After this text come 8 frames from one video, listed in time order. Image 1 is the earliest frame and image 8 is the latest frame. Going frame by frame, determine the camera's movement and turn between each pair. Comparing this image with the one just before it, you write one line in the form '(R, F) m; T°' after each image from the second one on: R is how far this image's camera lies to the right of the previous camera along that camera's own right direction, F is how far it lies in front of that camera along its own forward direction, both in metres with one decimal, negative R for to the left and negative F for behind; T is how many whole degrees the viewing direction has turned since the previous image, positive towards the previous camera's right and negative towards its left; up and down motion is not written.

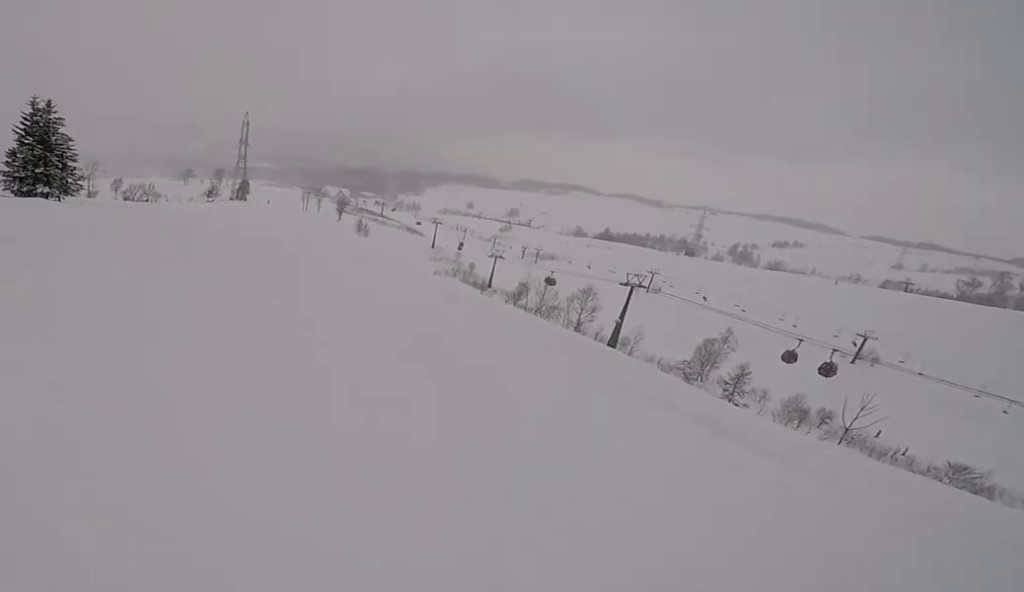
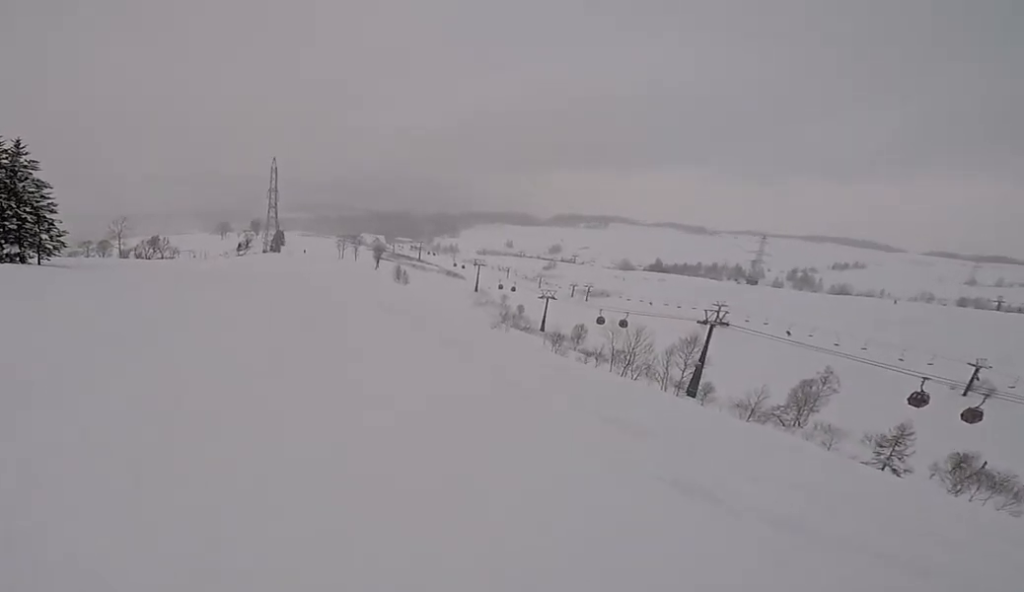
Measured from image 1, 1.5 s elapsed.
(-1.2, +10.2) m; -15°
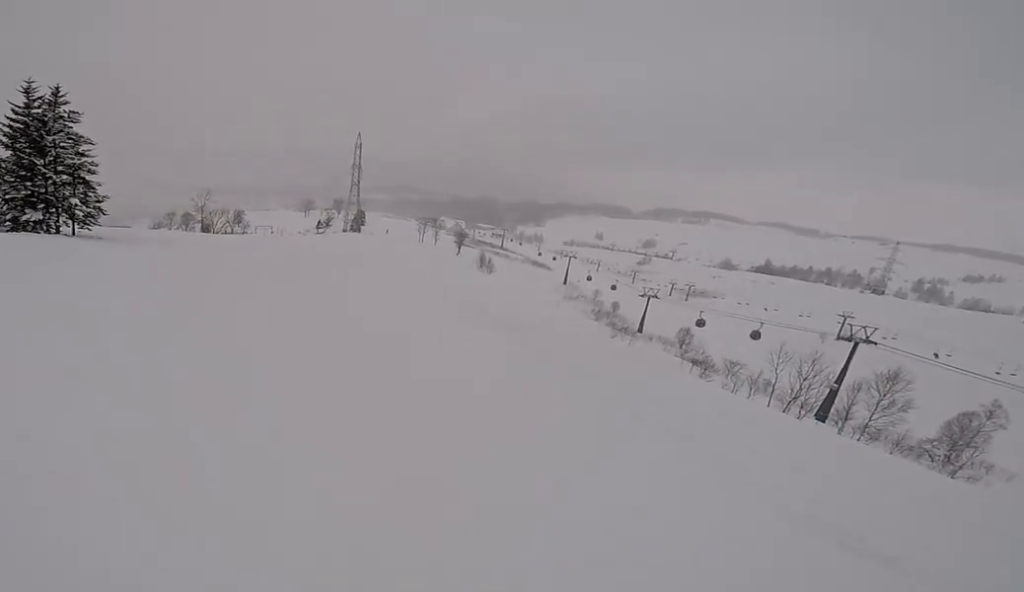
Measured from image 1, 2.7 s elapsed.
(-0.9, +9.6) m; 0°
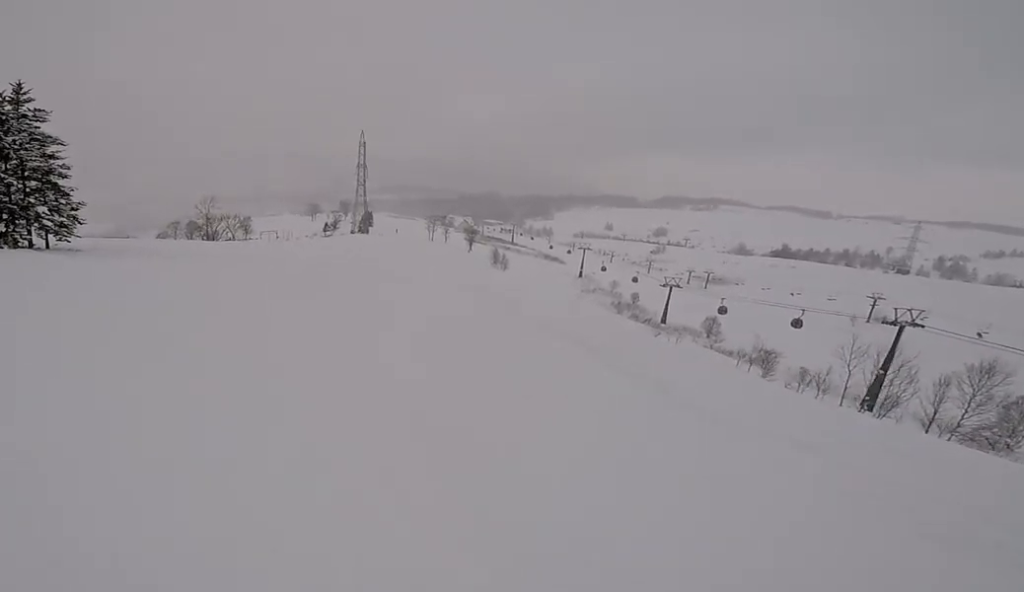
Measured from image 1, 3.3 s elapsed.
(-0.1, +4.6) m; +5°
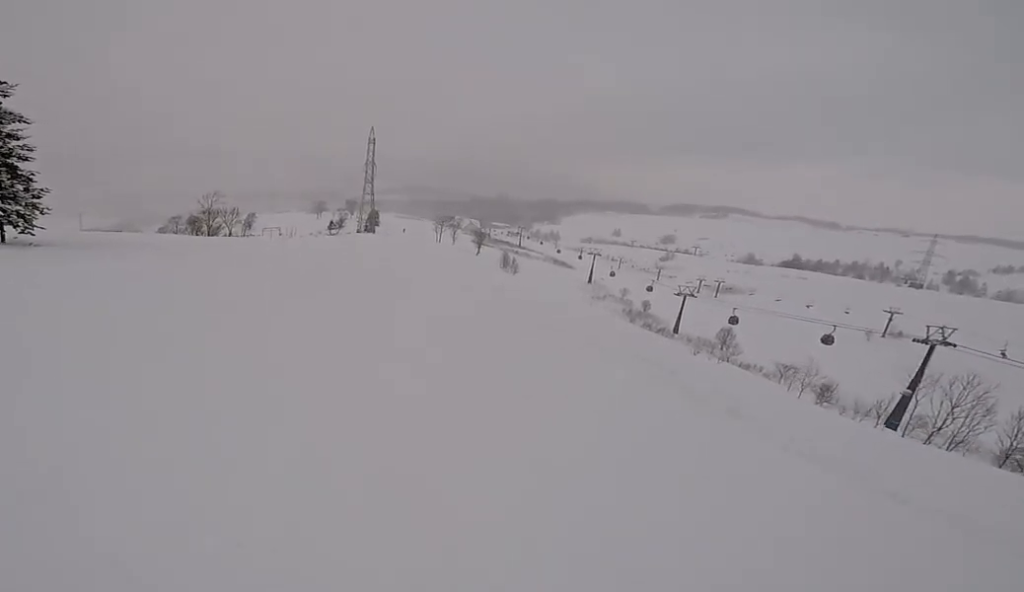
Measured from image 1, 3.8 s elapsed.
(+0.5, +4.6) m; +4°
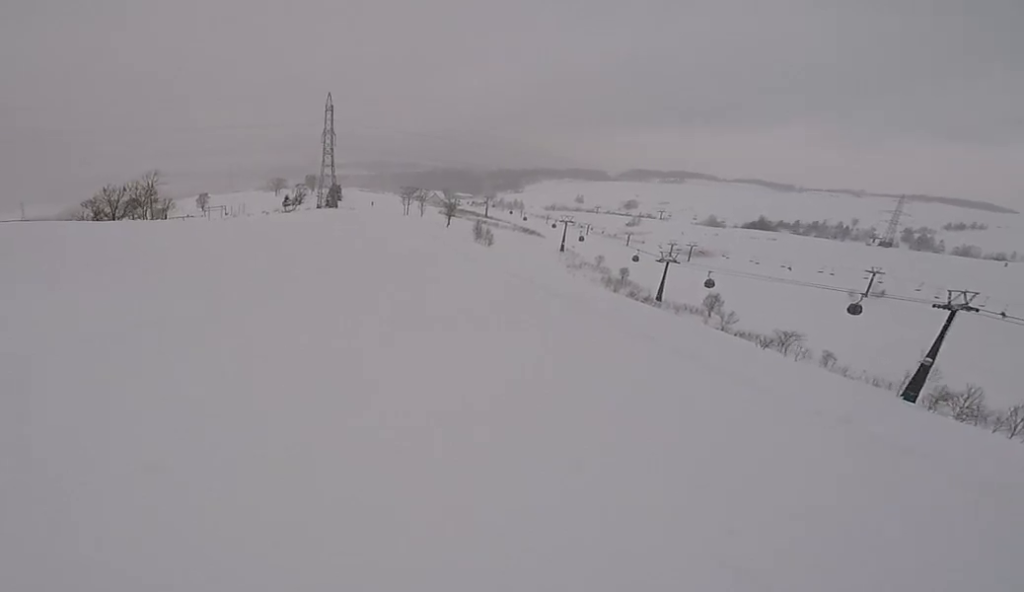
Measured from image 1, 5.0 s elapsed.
(+0.6, +10.7) m; +3°
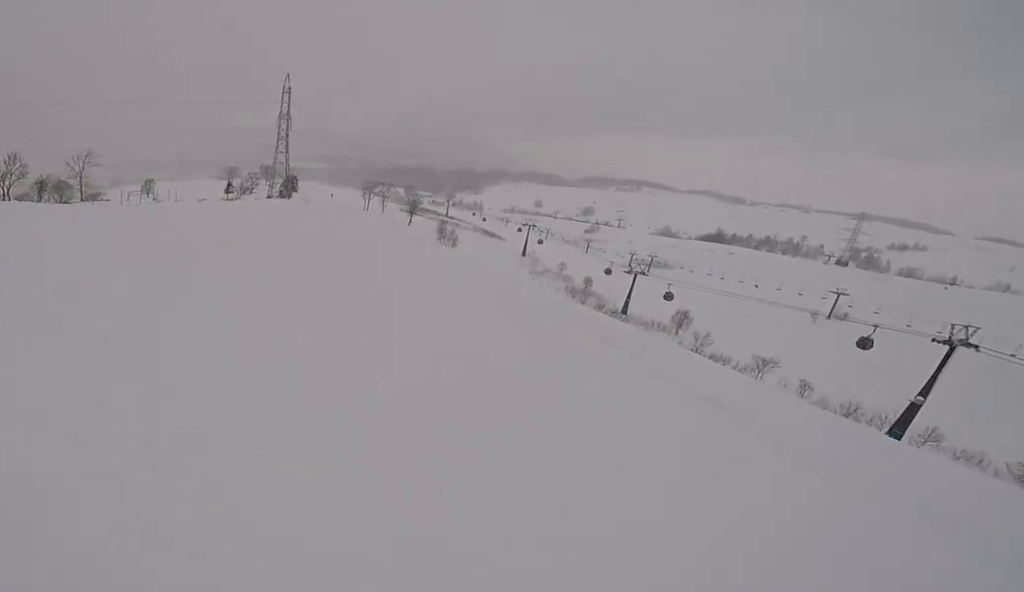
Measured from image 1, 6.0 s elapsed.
(0.0, +9.7) m; -5°
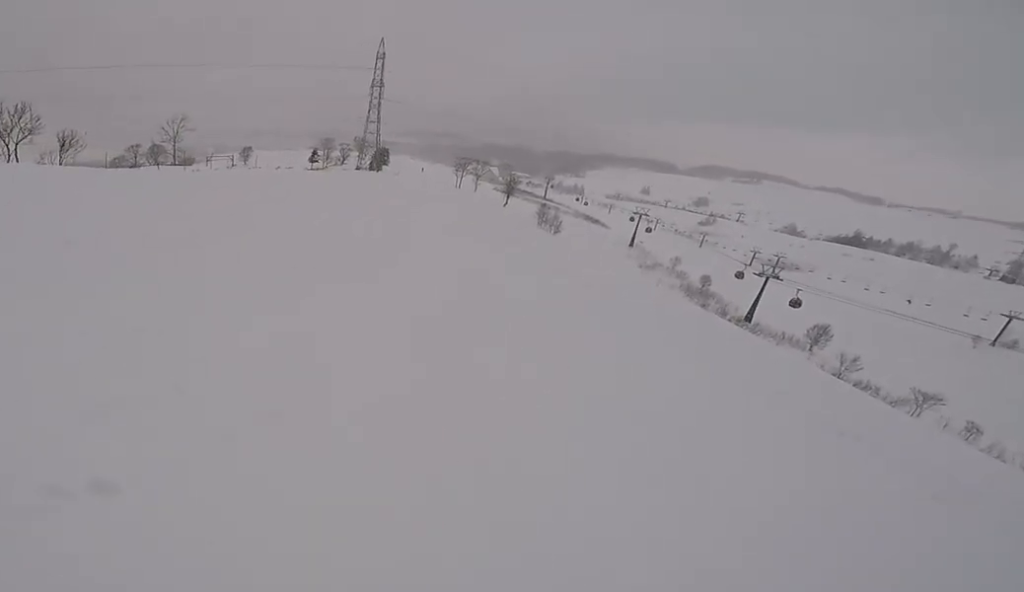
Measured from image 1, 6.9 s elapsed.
(-0.6, +8.1) m; -2°
